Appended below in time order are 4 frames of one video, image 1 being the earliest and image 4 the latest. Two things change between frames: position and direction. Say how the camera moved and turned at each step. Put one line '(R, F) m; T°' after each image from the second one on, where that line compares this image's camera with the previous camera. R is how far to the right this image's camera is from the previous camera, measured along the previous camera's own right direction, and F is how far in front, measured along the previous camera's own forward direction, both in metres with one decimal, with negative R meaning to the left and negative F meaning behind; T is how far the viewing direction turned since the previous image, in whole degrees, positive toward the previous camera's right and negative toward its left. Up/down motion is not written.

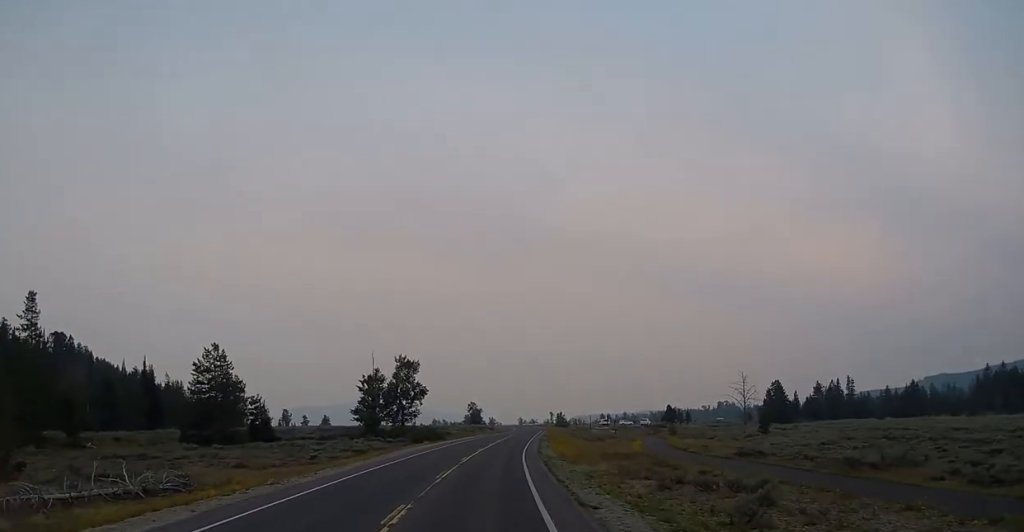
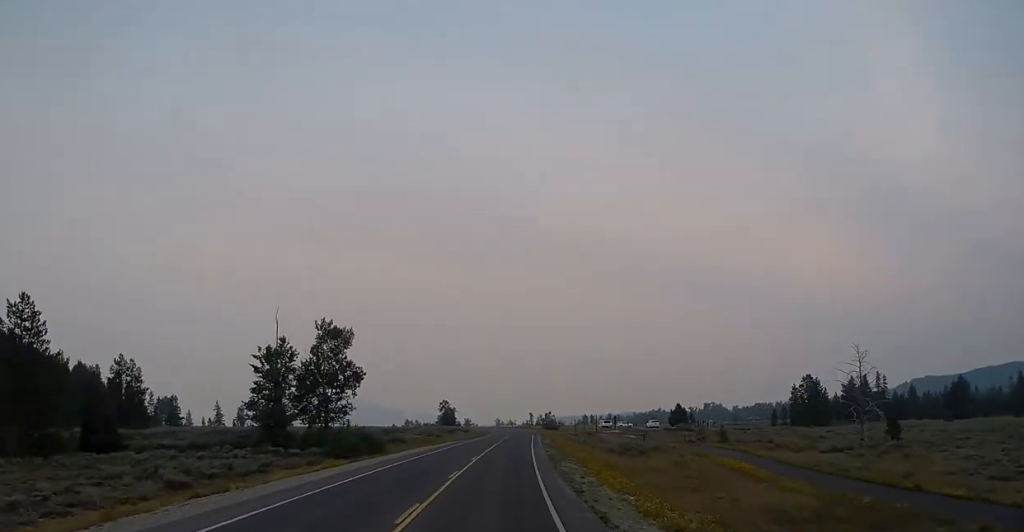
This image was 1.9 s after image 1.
(+0.6, +35.3) m; +3°
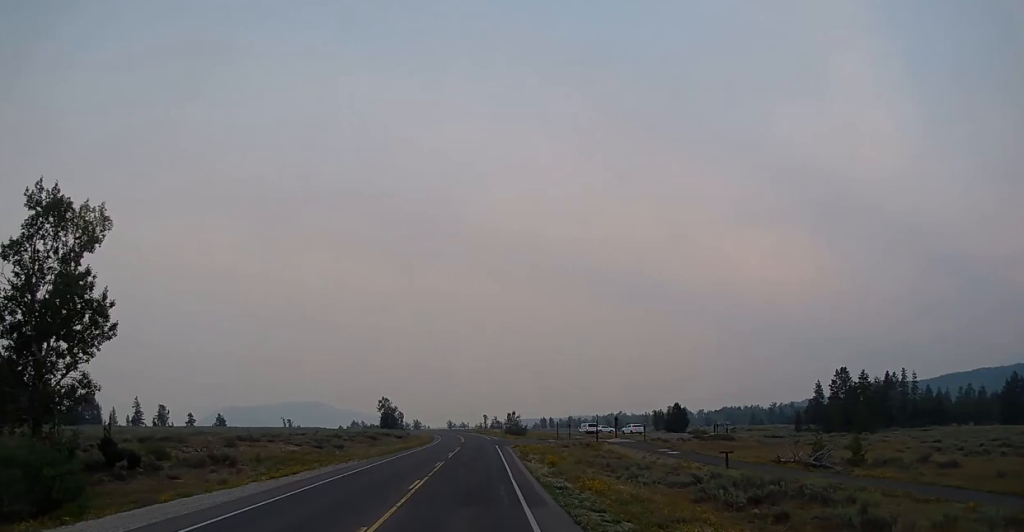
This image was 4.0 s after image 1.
(+1.0, +41.1) m; +2°
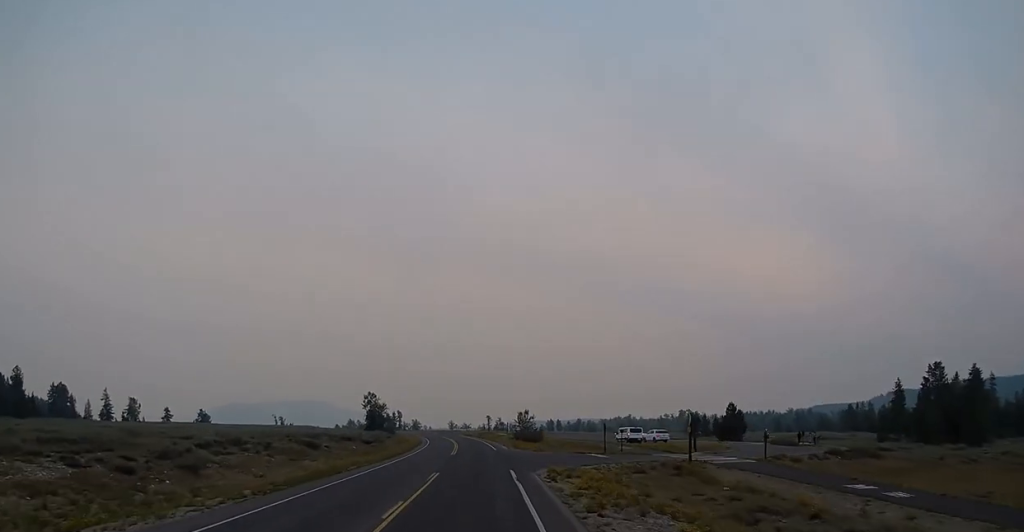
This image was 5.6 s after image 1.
(+0.5, +31.0) m; +1°
